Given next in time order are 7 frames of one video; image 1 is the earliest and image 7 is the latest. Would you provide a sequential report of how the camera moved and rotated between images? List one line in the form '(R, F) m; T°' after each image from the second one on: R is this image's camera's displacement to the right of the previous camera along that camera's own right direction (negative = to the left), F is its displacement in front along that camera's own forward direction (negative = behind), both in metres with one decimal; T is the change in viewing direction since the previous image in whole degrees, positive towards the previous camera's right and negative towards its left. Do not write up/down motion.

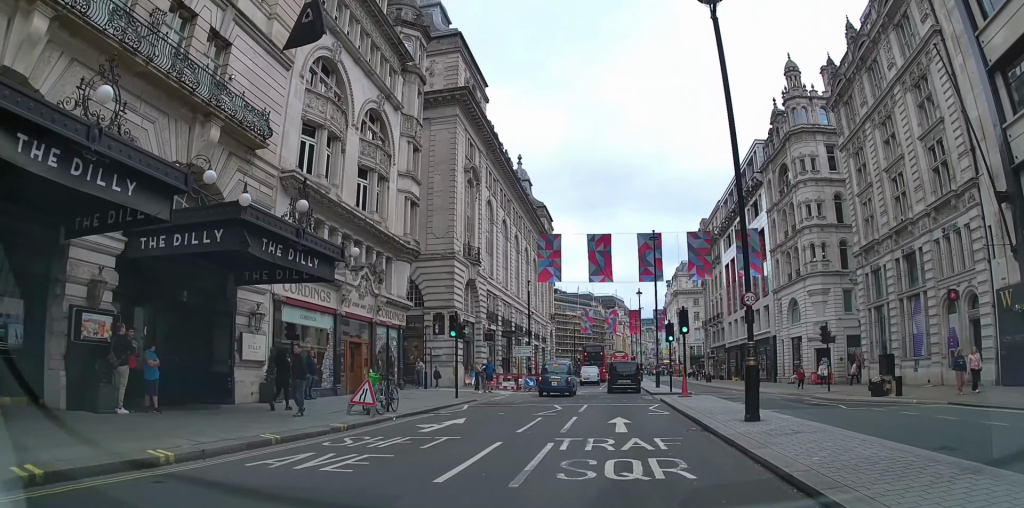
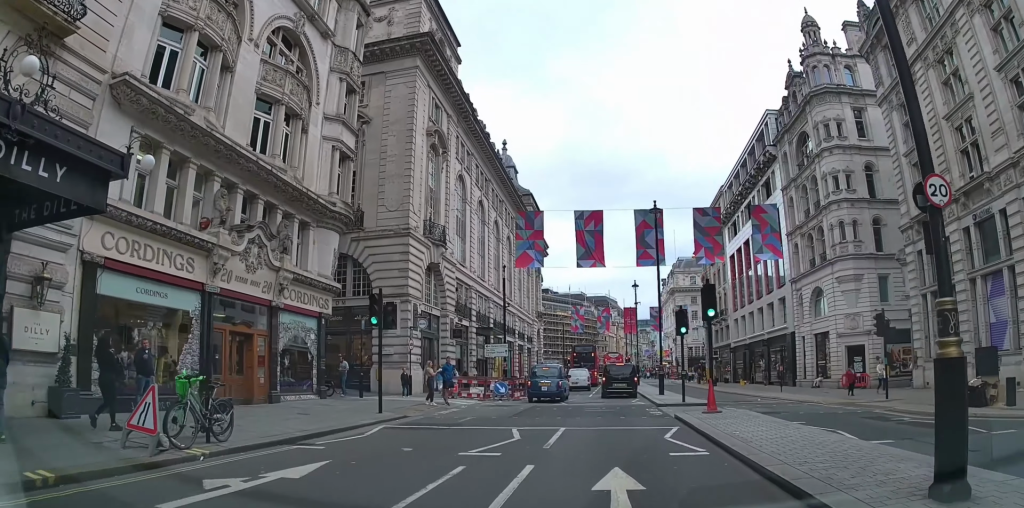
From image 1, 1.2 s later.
(0.0, +9.0) m; -3°
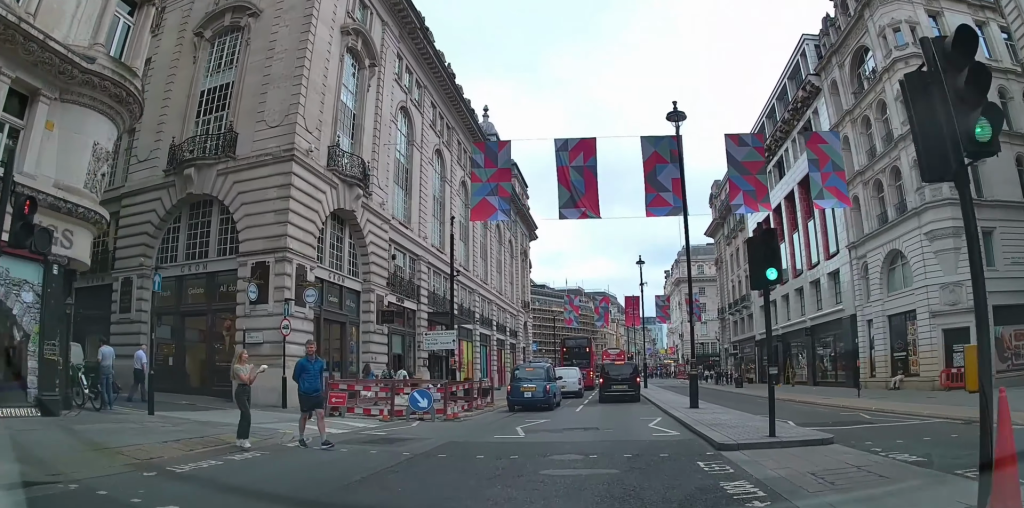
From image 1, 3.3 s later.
(0.0, +13.9) m; +6°
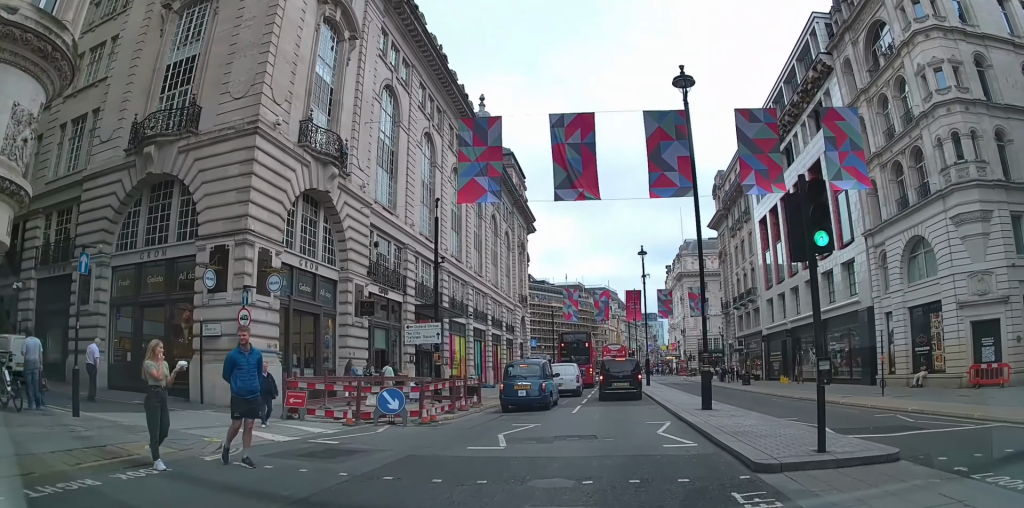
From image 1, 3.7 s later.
(+0.1, +2.5) m; +1°
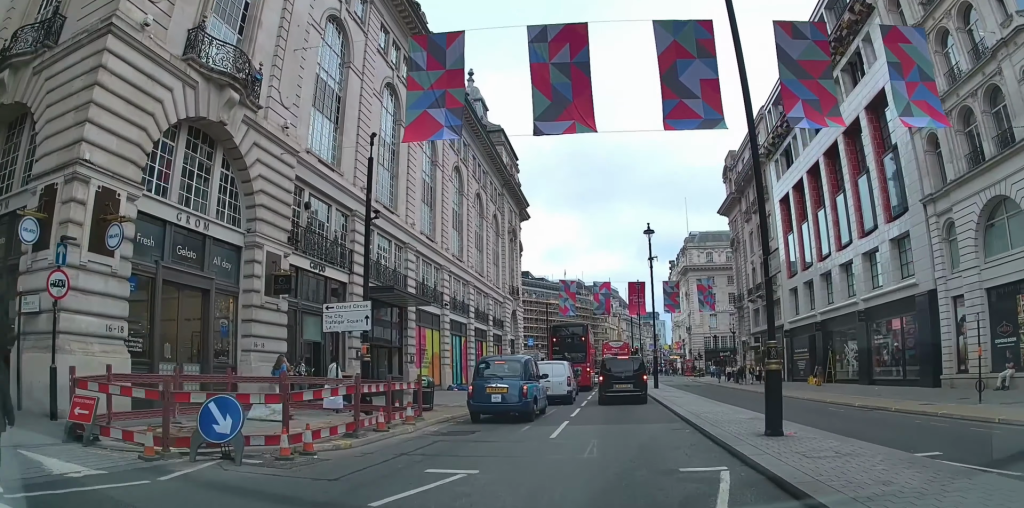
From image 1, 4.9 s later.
(+0.2, +7.4) m; +1°
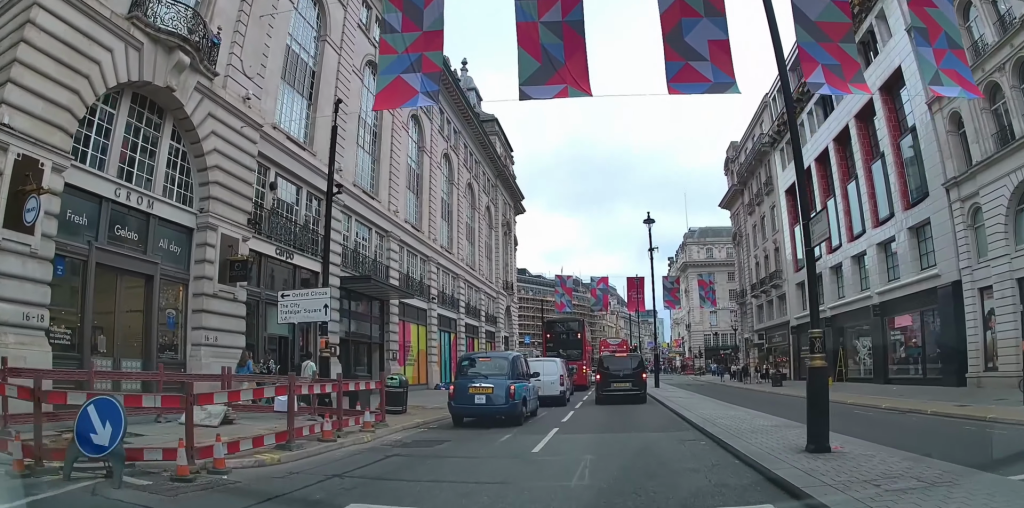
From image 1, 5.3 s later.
(0.0, +2.6) m; 0°
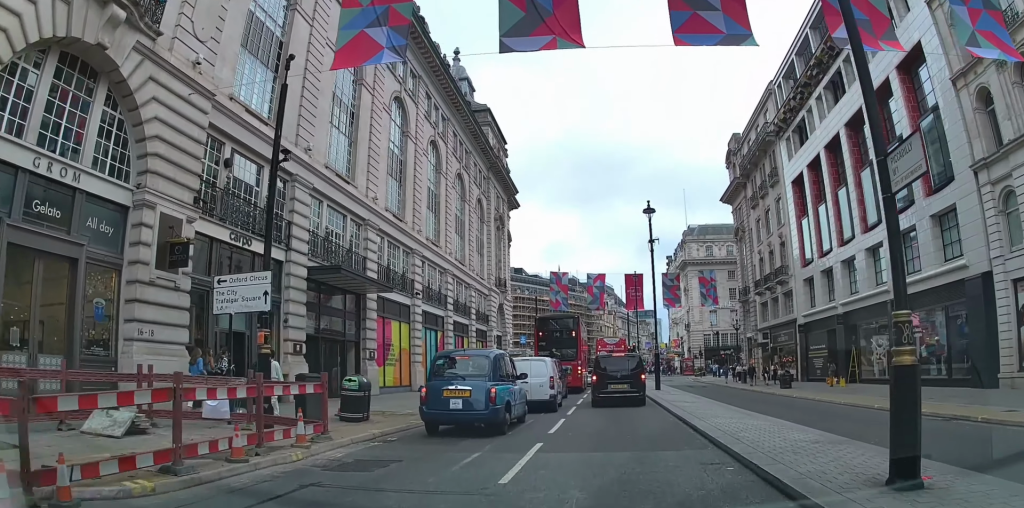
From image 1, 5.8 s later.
(-0.1, +2.8) m; -1°
